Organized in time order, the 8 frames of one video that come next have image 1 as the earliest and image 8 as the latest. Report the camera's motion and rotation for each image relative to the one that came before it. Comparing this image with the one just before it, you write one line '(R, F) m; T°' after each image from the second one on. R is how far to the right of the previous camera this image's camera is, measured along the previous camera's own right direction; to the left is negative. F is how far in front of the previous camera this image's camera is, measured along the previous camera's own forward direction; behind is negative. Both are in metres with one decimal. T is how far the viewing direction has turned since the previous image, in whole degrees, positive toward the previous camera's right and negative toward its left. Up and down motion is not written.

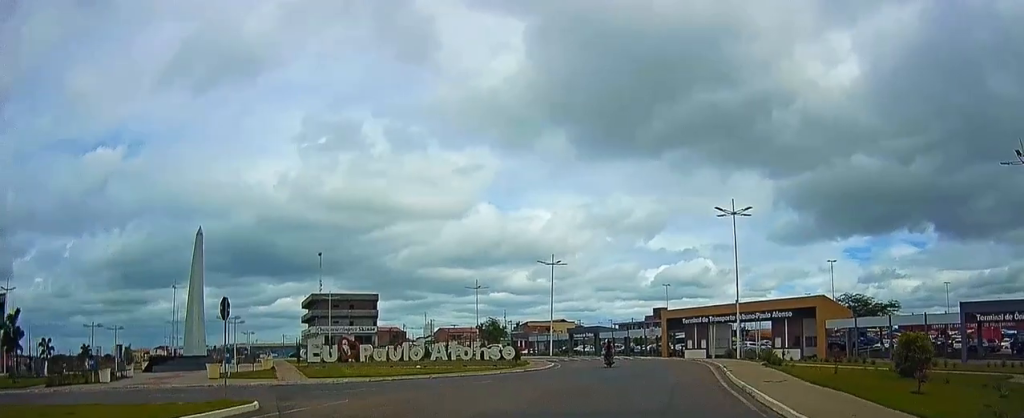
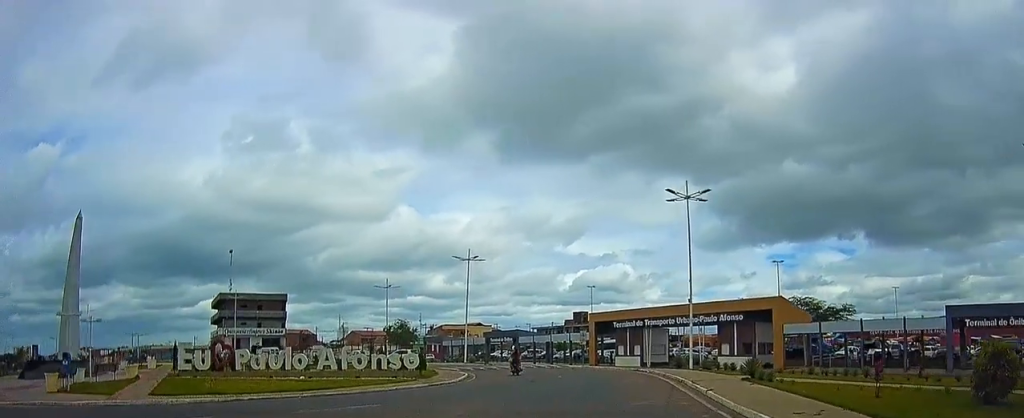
(+1.2, +6.6) m; +14°
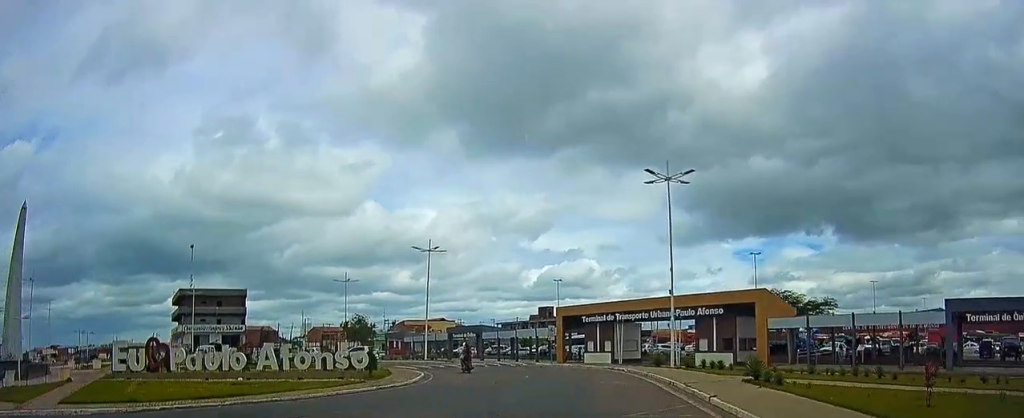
(+0.2, +3.1) m; +3°
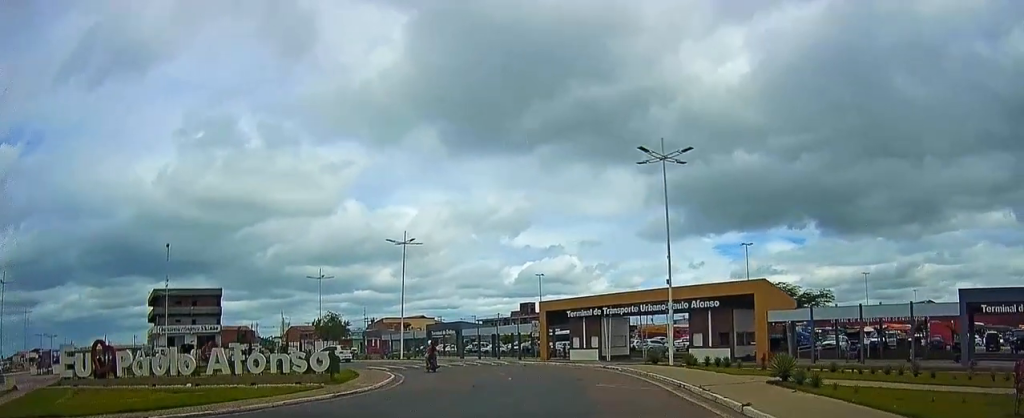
(0.0, +3.0) m; 0°
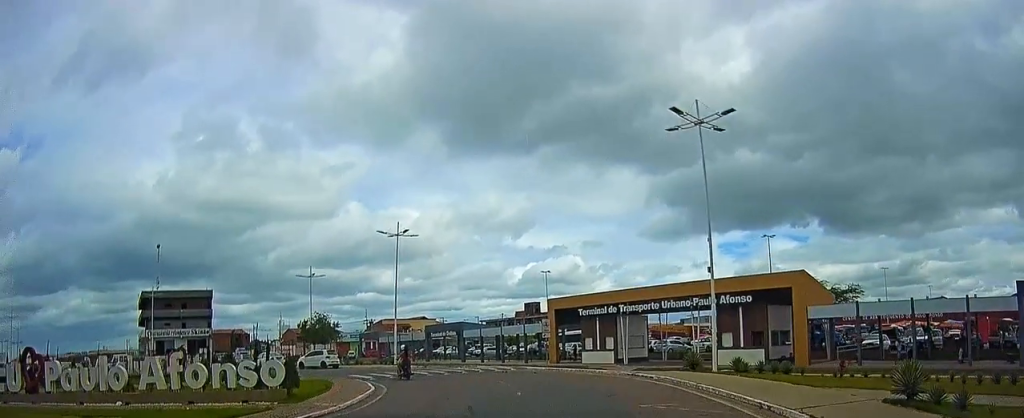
(0.0, +5.1) m; +1°
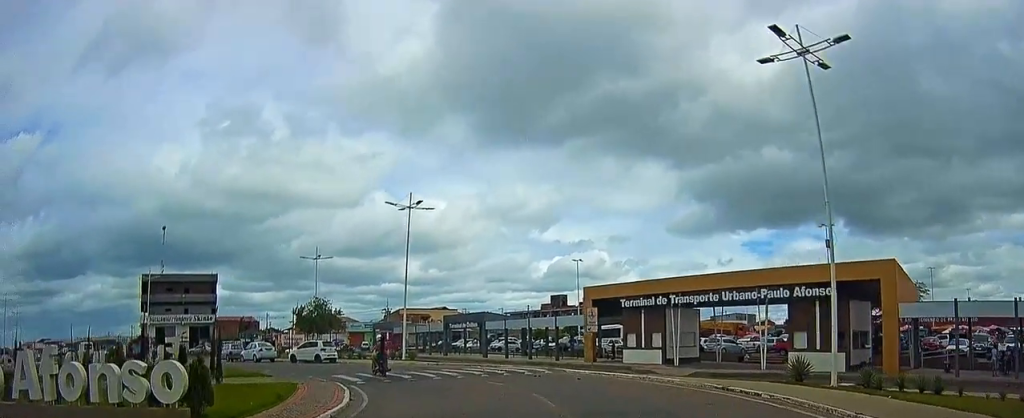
(+0.3, +7.2) m; +3°
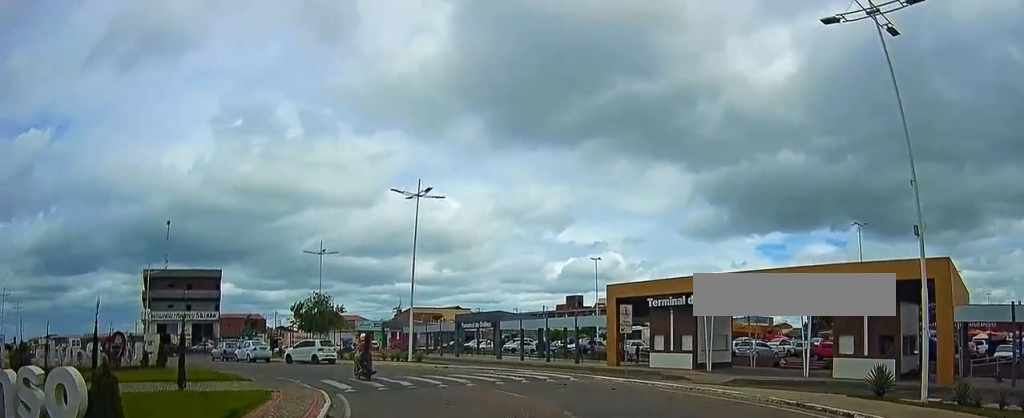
(+0.2, +3.8) m; 0°
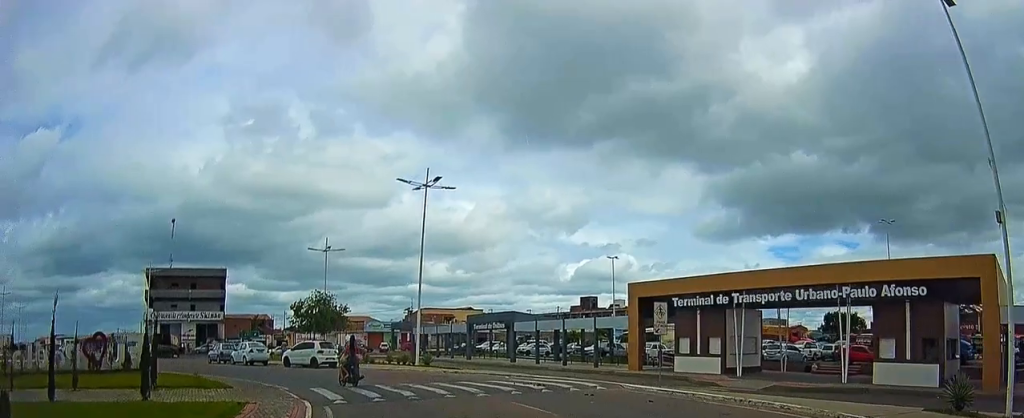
(-0.2, +2.9) m; -2°
